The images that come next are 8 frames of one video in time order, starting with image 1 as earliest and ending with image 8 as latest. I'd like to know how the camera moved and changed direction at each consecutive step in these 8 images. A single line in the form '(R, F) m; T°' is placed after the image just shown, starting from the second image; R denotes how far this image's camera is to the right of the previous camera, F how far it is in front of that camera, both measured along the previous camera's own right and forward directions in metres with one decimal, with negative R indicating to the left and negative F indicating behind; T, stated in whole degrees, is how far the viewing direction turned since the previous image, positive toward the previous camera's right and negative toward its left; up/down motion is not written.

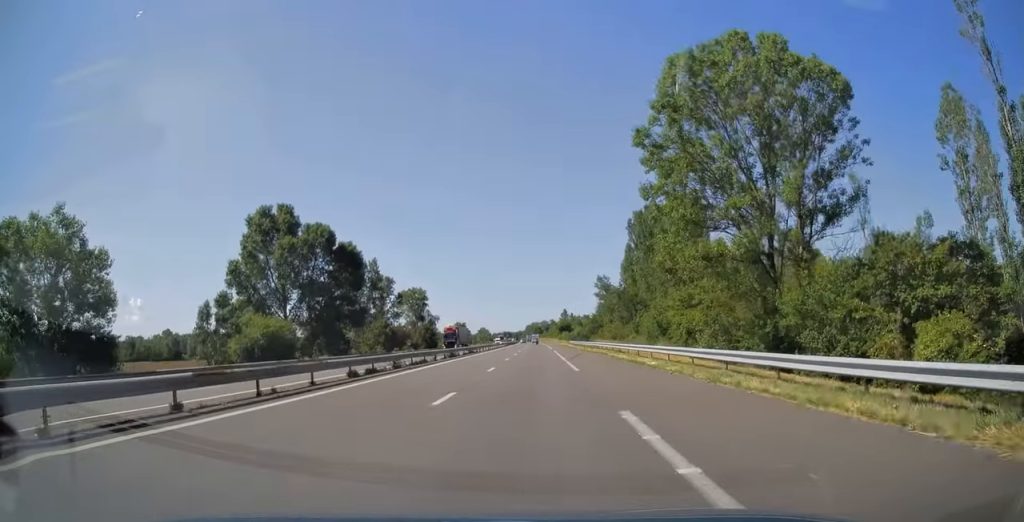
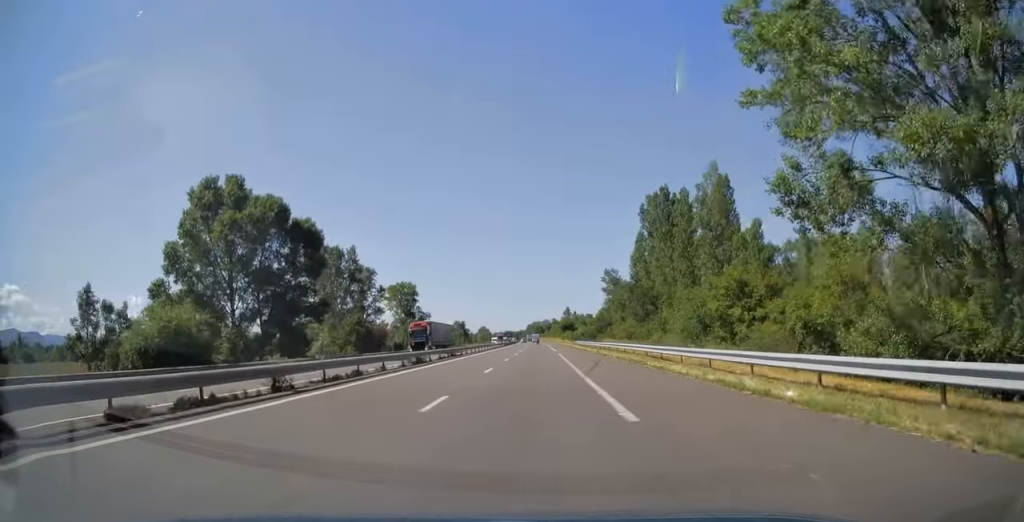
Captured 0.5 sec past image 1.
(0.0, +14.2) m; 0°
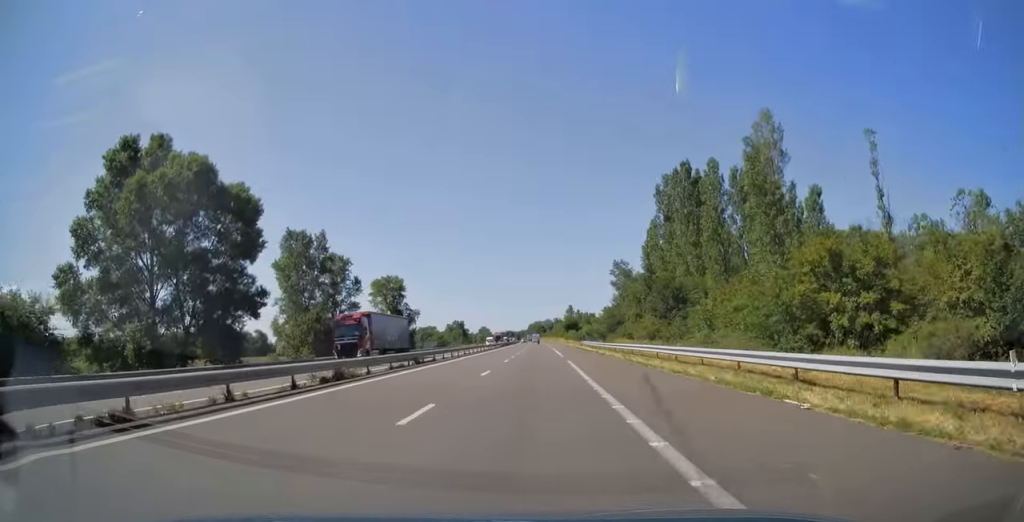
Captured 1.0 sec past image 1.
(0.0, +14.7) m; 0°
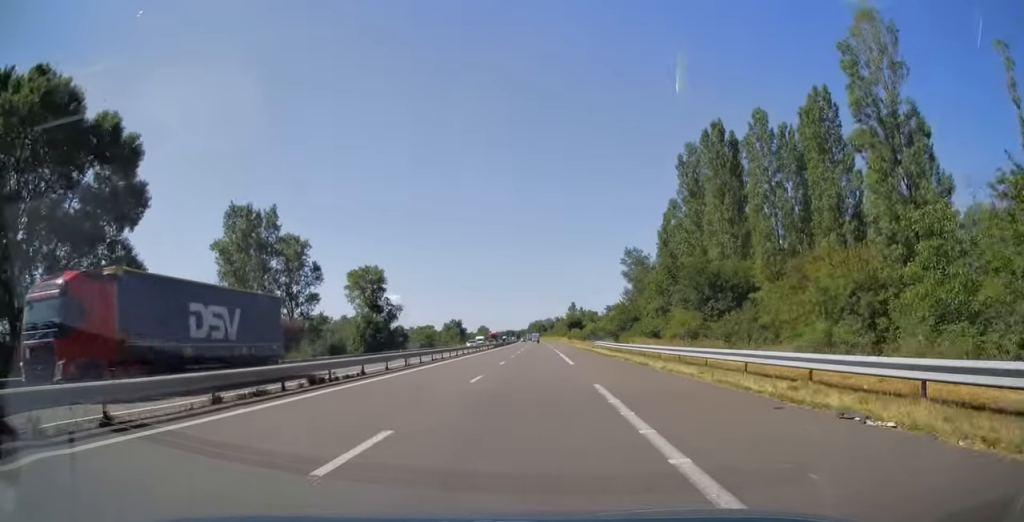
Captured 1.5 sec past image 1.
(0.0, +16.6) m; 0°
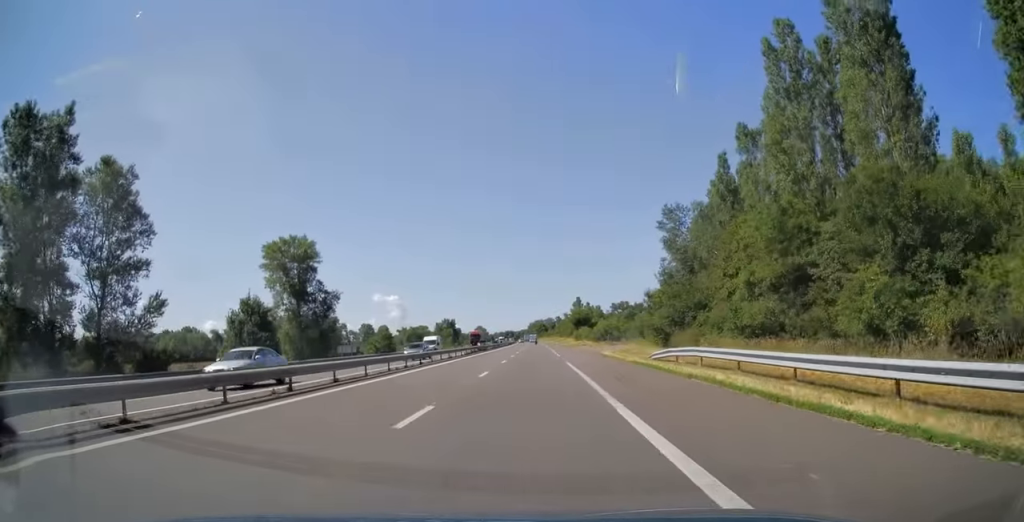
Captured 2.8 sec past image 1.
(-0.1, +35.3) m; -1°
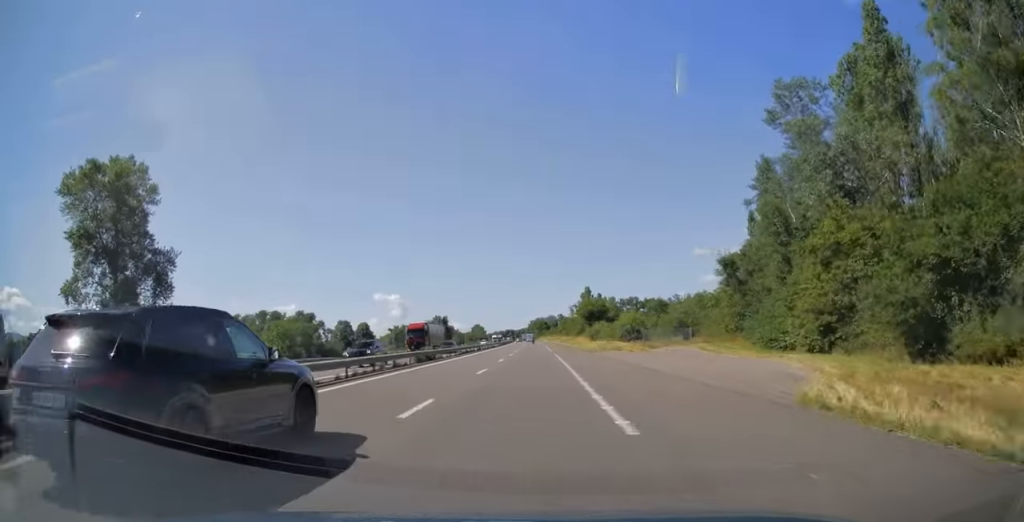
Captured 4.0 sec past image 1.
(-0.2, +37.8) m; 0°
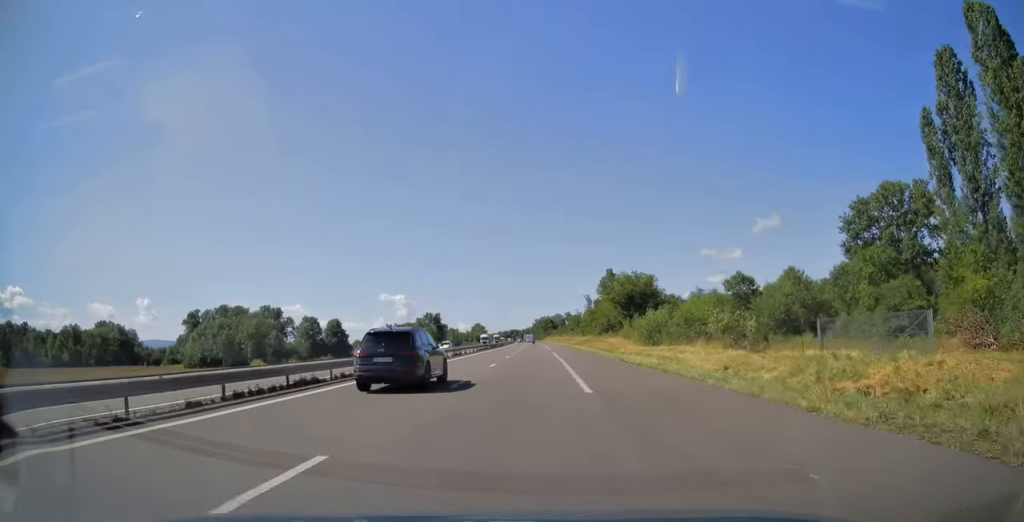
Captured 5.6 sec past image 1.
(+0.1, +45.7) m; -1°
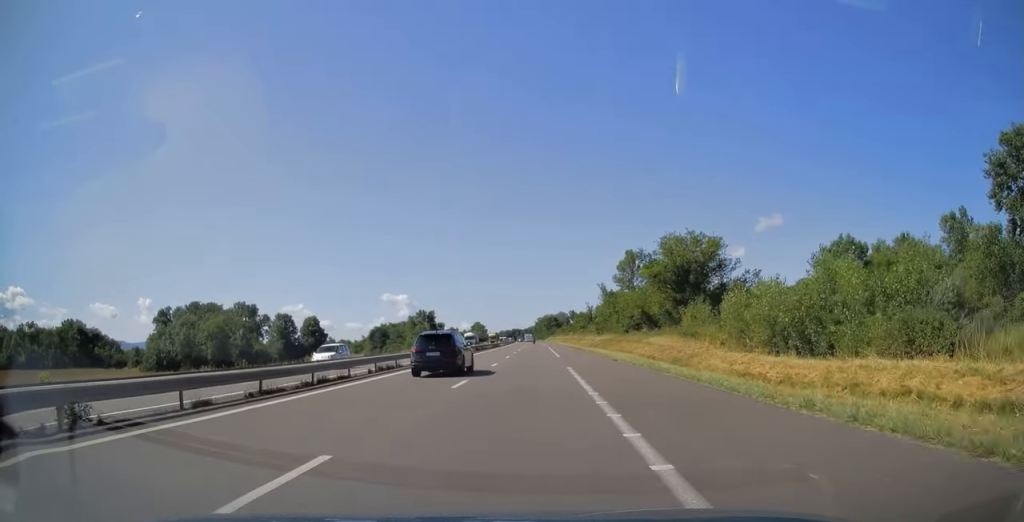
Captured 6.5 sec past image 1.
(-0.2, +26.1) m; 0°
